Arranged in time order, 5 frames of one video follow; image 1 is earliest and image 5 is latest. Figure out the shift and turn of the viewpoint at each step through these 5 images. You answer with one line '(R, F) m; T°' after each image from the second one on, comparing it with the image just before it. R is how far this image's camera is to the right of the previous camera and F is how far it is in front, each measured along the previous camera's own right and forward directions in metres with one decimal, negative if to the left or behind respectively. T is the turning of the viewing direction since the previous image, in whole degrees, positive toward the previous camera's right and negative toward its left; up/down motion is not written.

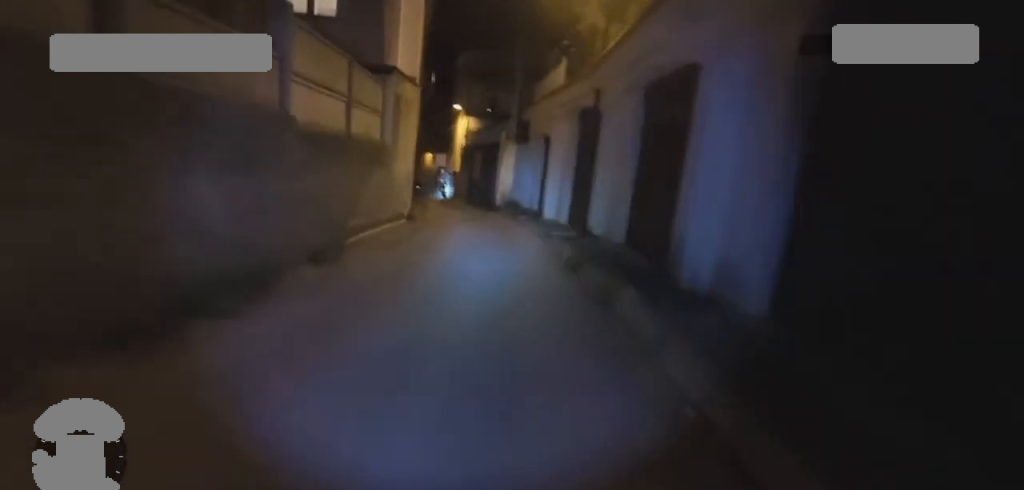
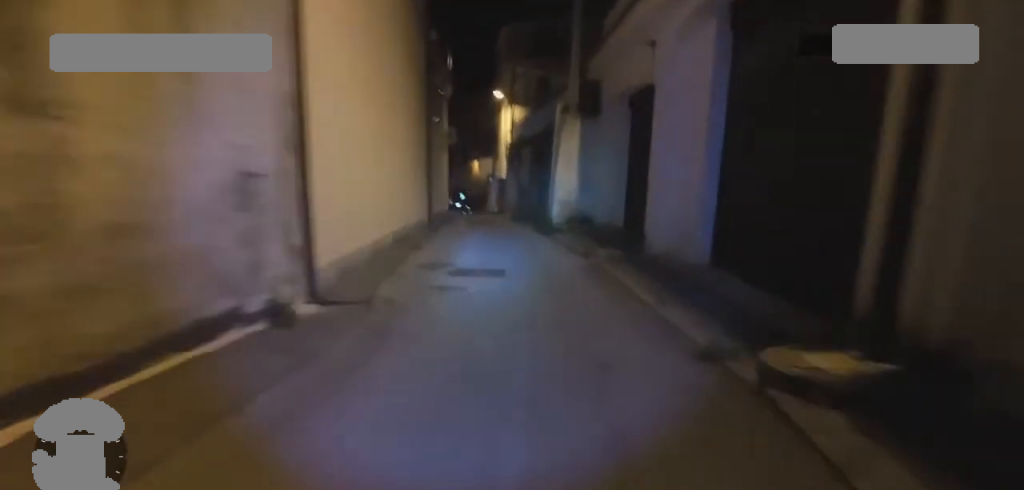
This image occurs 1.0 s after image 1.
(-1.0, +8.0) m; -5°
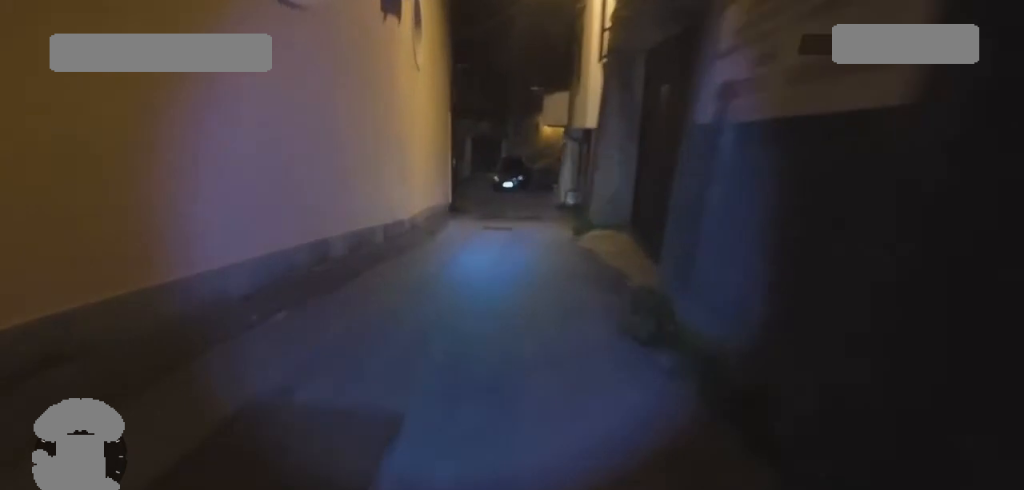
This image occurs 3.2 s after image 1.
(-1.1, +16.7) m; -18°
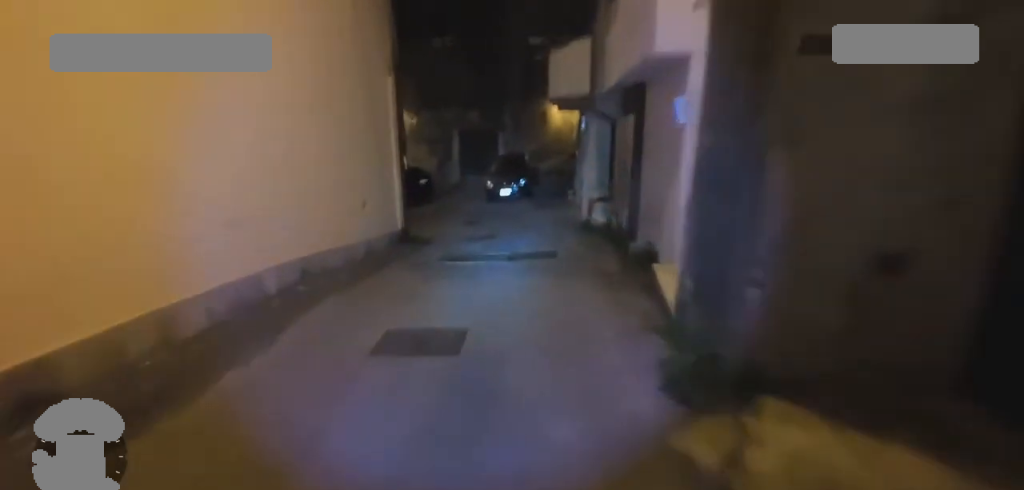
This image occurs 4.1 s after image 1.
(-0.9, +6.5) m; -15°
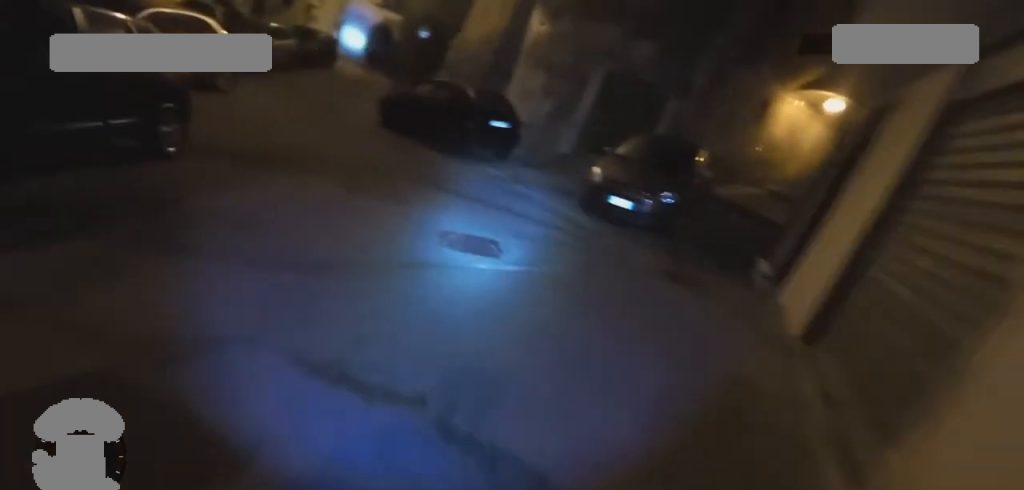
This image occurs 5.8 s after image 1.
(-0.7, +11.6) m; -6°
